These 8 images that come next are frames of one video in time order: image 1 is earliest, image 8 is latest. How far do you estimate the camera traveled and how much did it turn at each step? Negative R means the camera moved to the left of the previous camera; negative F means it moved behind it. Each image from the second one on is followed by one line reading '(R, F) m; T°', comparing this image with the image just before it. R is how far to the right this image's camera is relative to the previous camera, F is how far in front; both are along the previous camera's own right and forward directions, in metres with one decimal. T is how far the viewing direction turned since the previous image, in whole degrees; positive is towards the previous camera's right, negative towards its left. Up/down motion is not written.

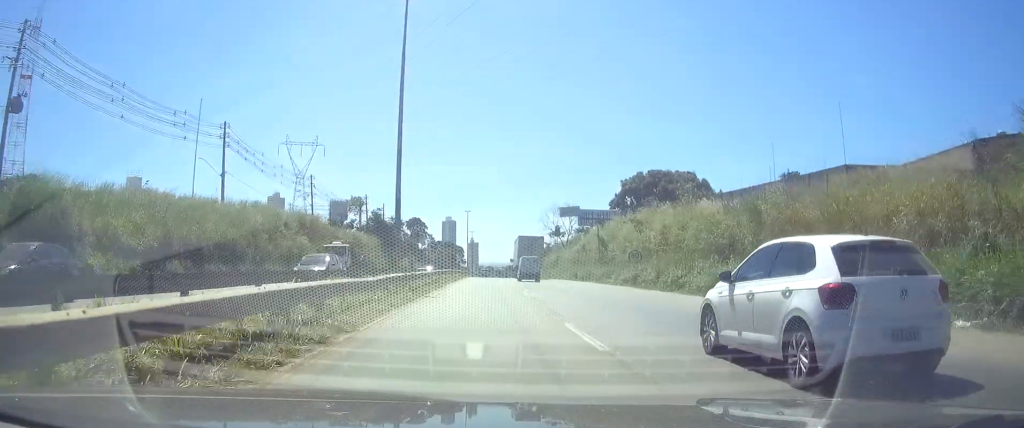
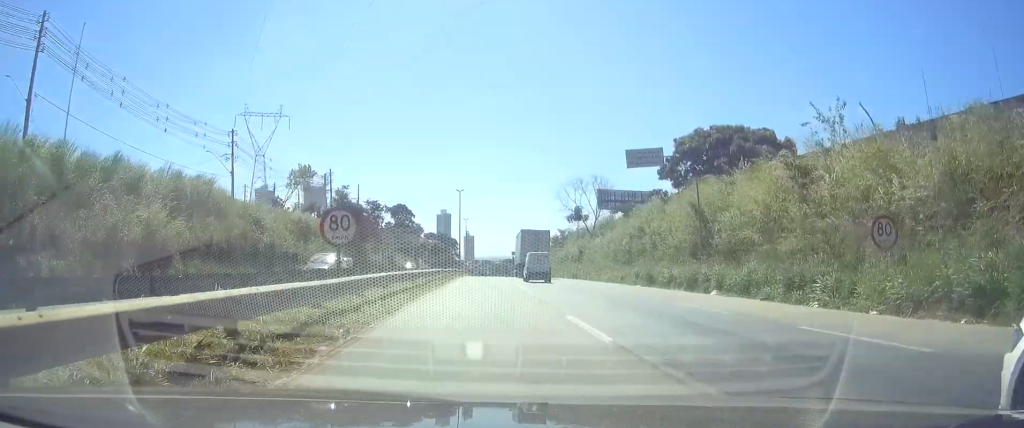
(0.0, +32.5) m; 0°
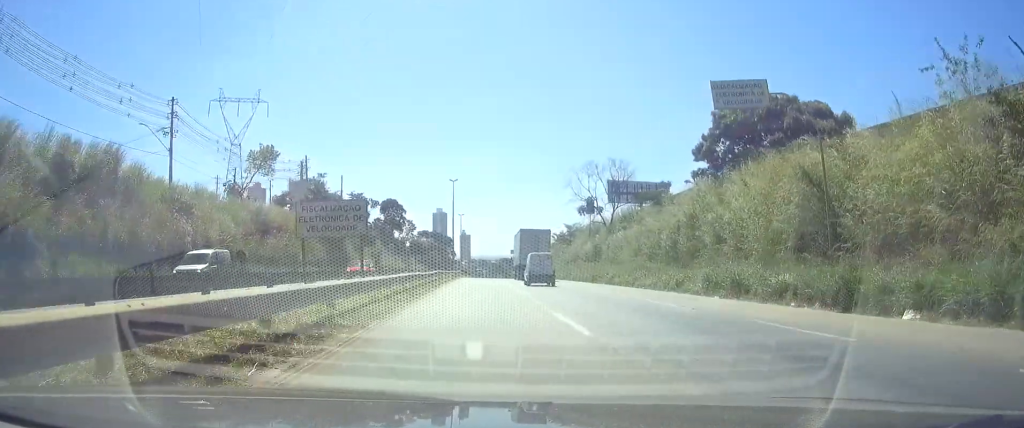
(0.0, +14.4) m; 0°
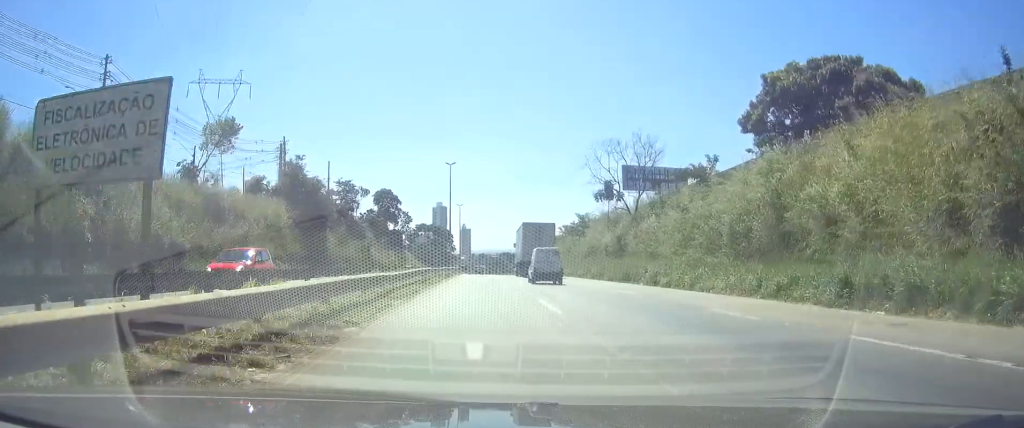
(+0.1, +12.1) m; 0°
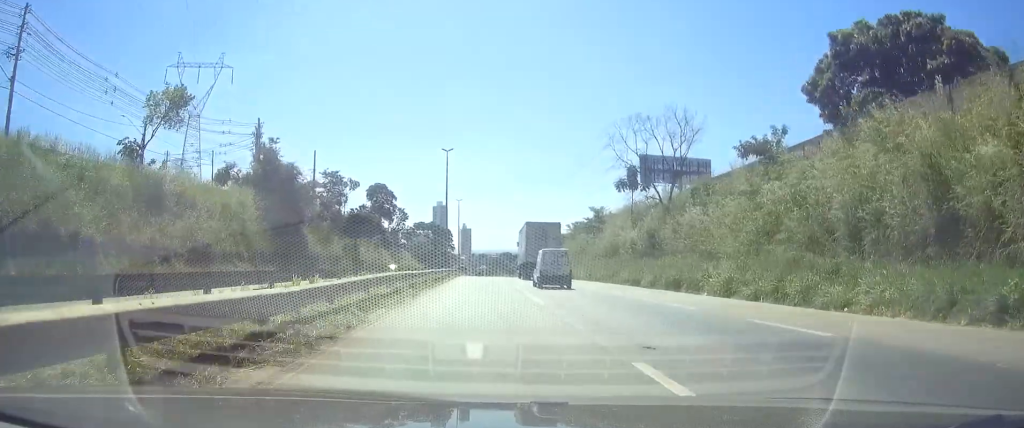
(0.0, +11.4) m; 0°
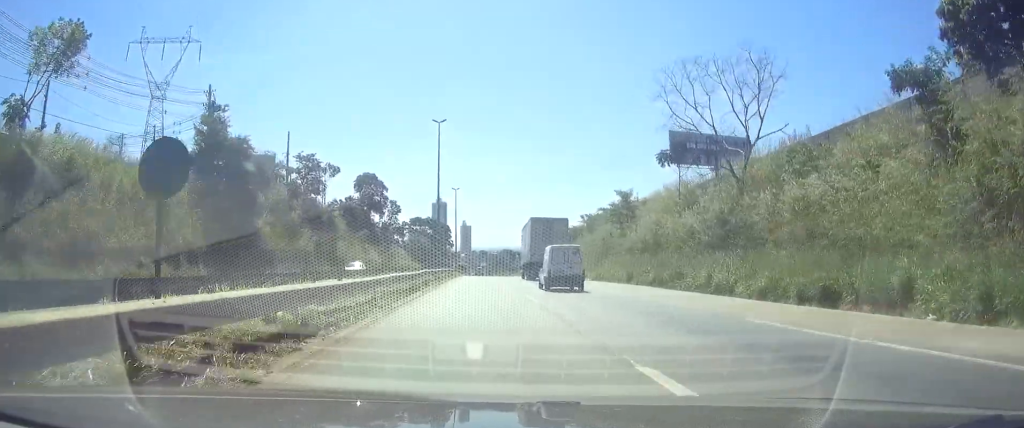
(0.0, +15.5) m; 0°
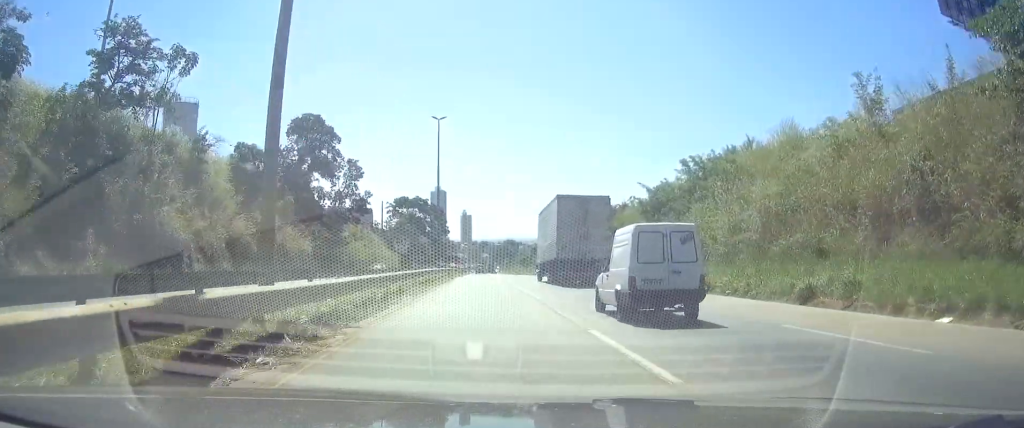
(-0.3, +51.7) m; -1°
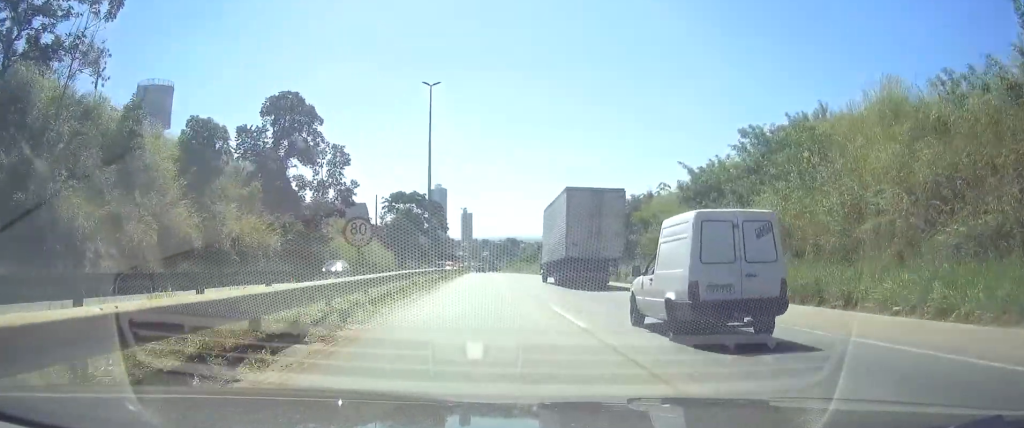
(0.0, +11.9) m; 0°
